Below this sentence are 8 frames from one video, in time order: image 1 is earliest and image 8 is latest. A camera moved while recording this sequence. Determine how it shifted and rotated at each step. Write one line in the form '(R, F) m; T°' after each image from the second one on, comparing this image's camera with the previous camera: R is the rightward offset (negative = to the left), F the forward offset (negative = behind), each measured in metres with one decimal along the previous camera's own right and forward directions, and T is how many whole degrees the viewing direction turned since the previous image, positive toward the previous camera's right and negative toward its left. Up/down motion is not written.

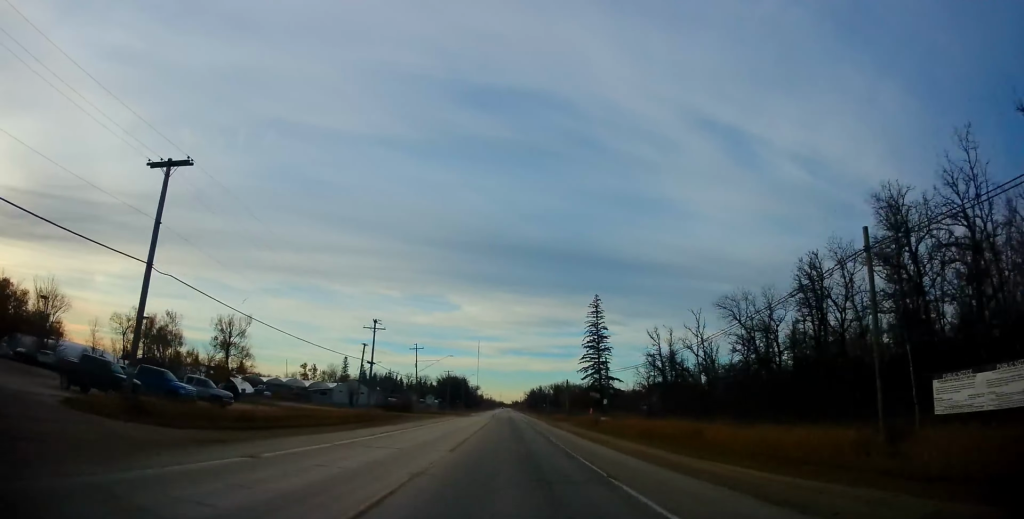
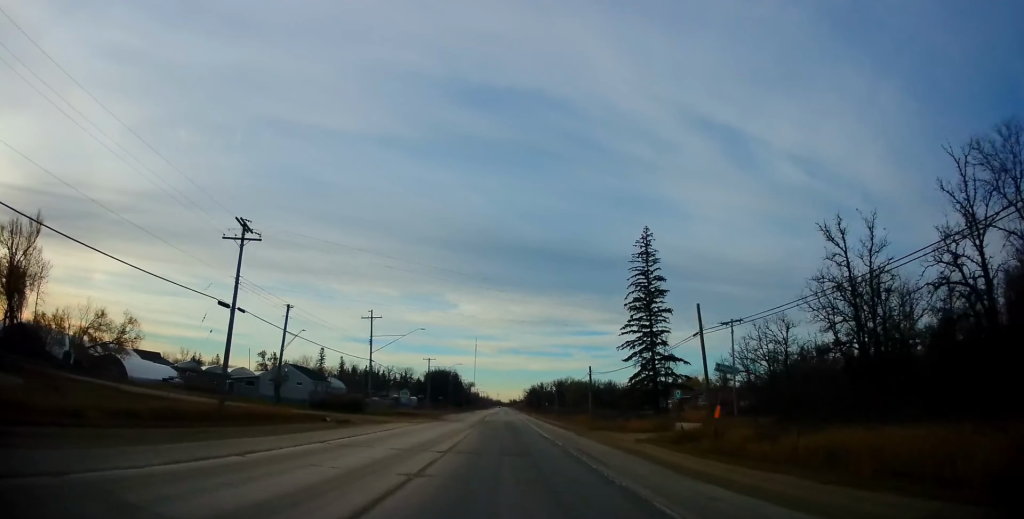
(-0.2, +32.9) m; 0°
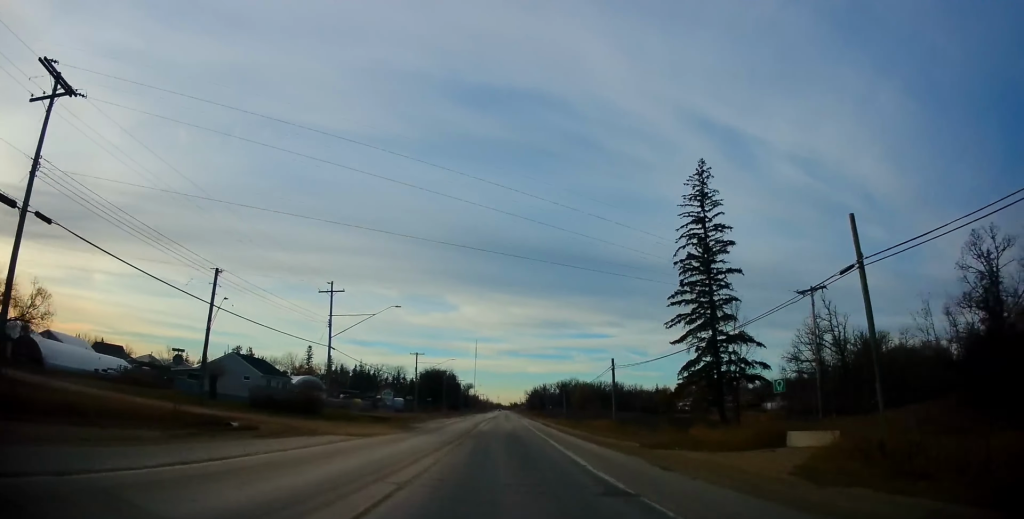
(+0.1, +16.0) m; 0°
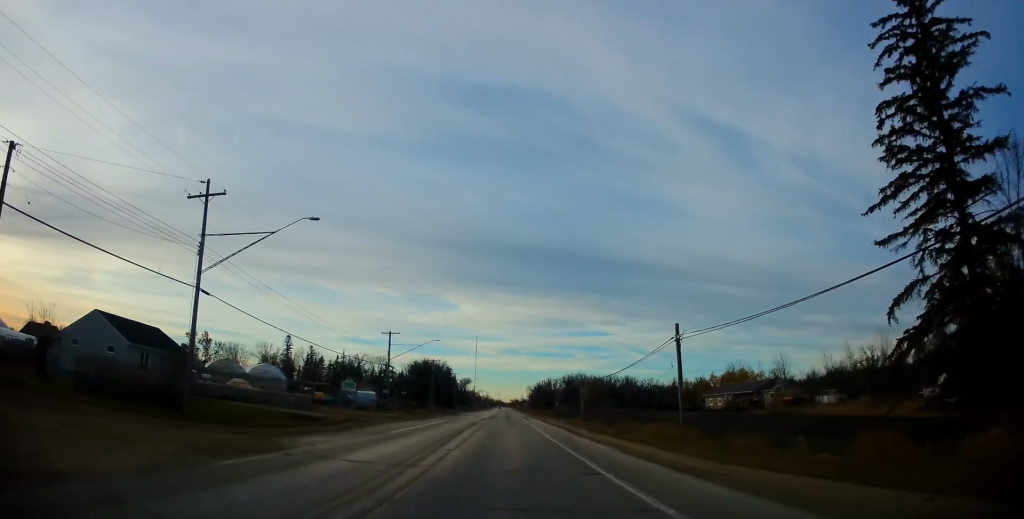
(+0.2, +23.0) m; 0°
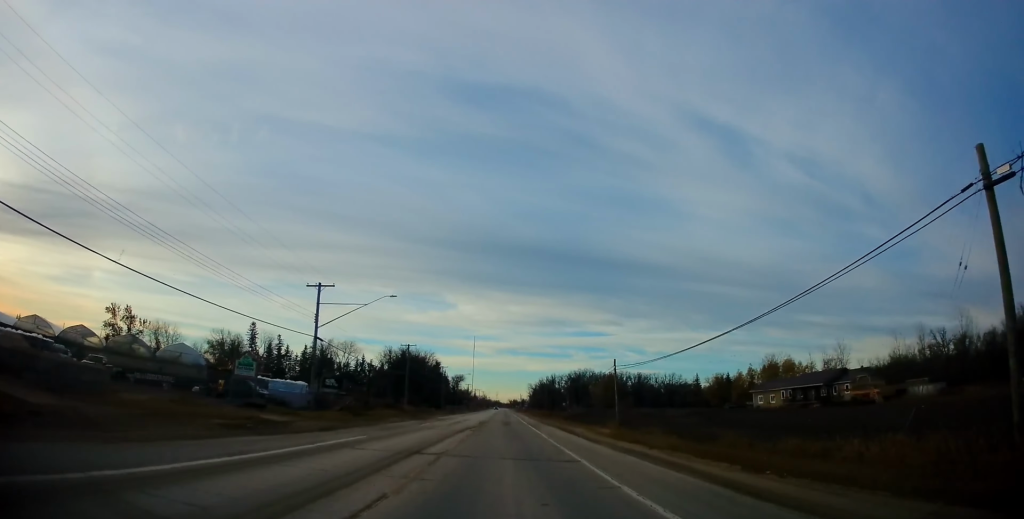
(-0.3, +27.7) m; -1°
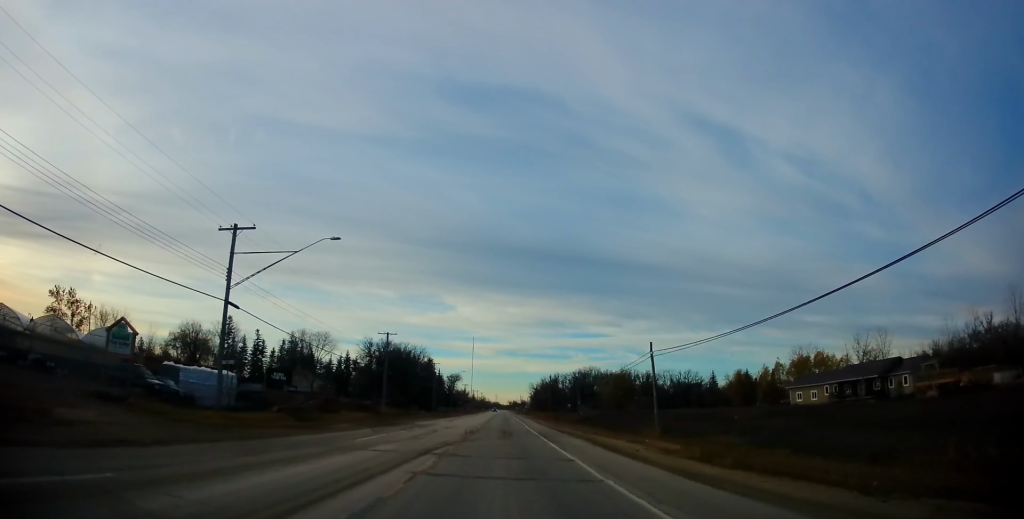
(+0.2, +15.1) m; 0°
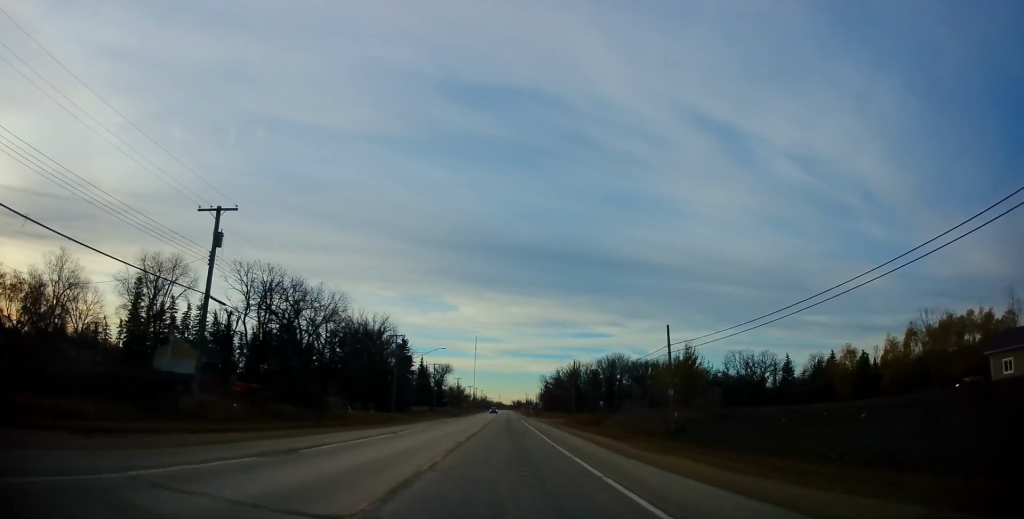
(0.0, +45.2) m; +1°
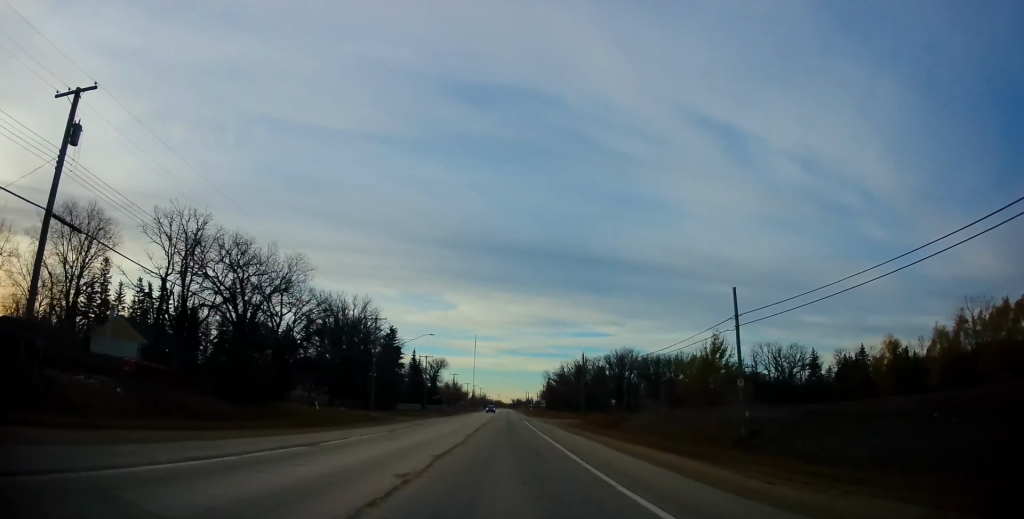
(0.0, +11.6) m; 0°
